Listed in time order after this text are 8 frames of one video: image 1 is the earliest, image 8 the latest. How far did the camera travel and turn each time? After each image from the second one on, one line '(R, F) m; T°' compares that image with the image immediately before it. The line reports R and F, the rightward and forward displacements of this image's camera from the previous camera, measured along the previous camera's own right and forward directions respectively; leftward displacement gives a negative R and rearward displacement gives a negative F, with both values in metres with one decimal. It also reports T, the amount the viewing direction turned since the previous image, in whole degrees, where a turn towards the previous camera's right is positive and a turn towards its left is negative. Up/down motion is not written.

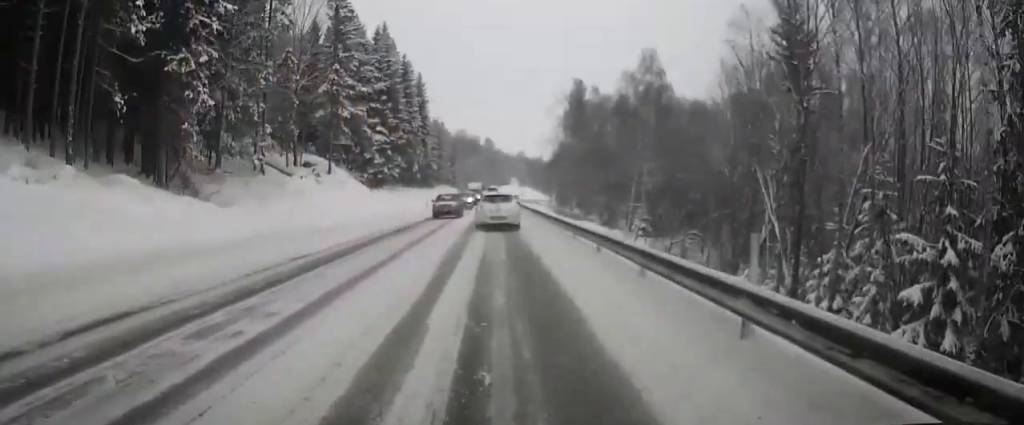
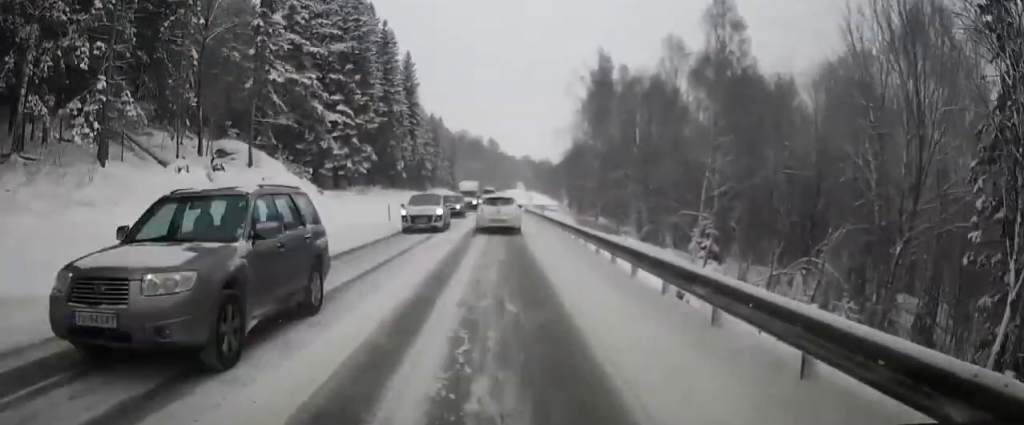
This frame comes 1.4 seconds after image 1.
(-0.4, +18.6) m; -2°
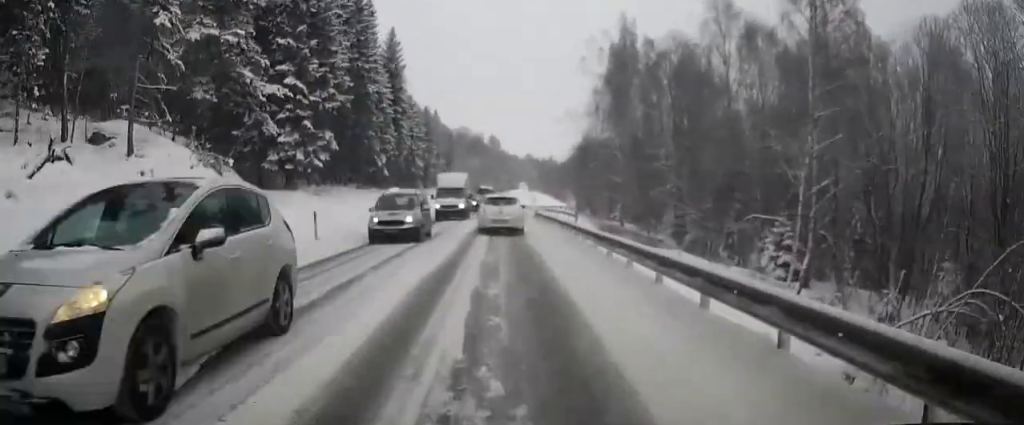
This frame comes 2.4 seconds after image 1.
(-0.1, +13.1) m; 0°
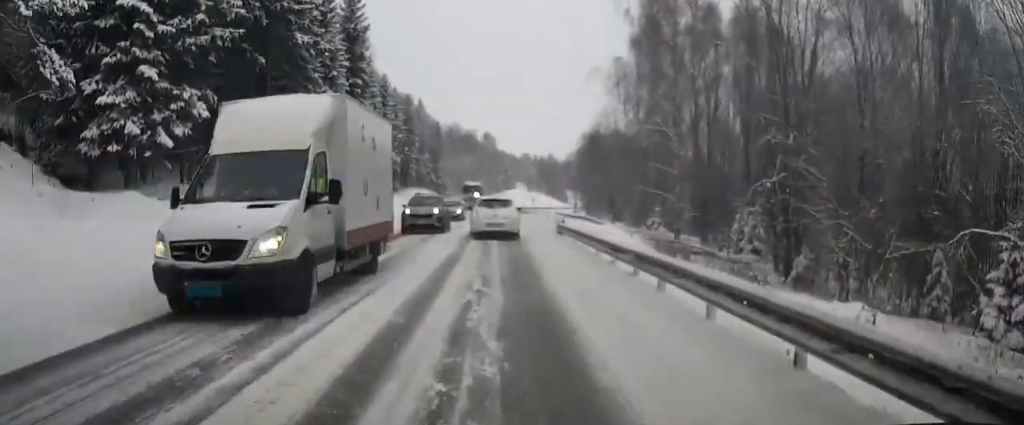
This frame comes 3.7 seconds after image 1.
(+0.1, +18.3) m; +2°
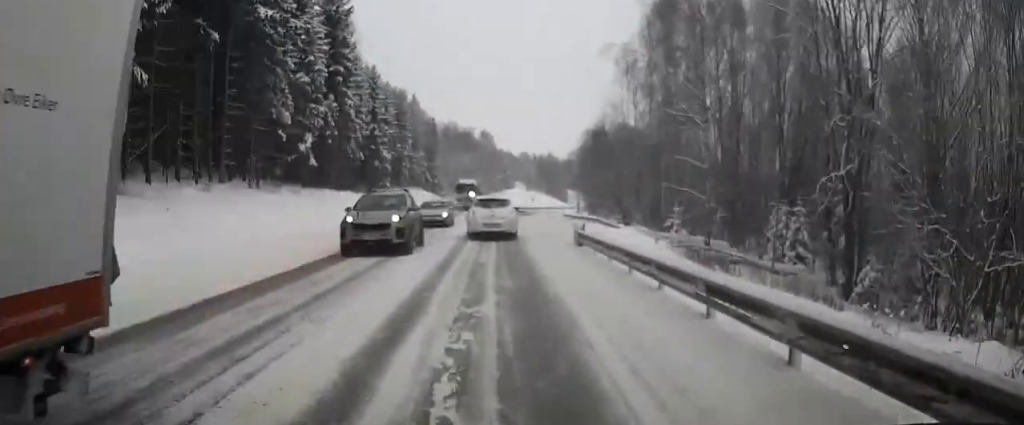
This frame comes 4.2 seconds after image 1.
(0.0, +5.7) m; 0°
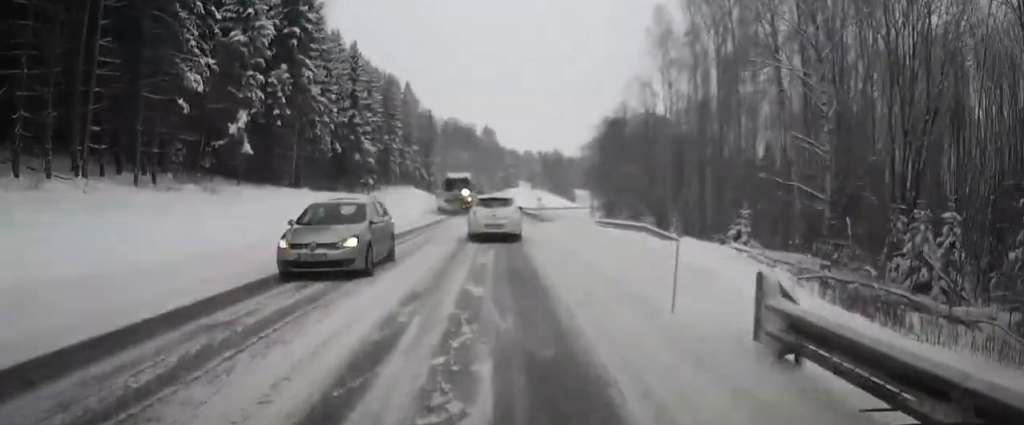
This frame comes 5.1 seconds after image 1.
(+0.1, +11.5) m; -1°
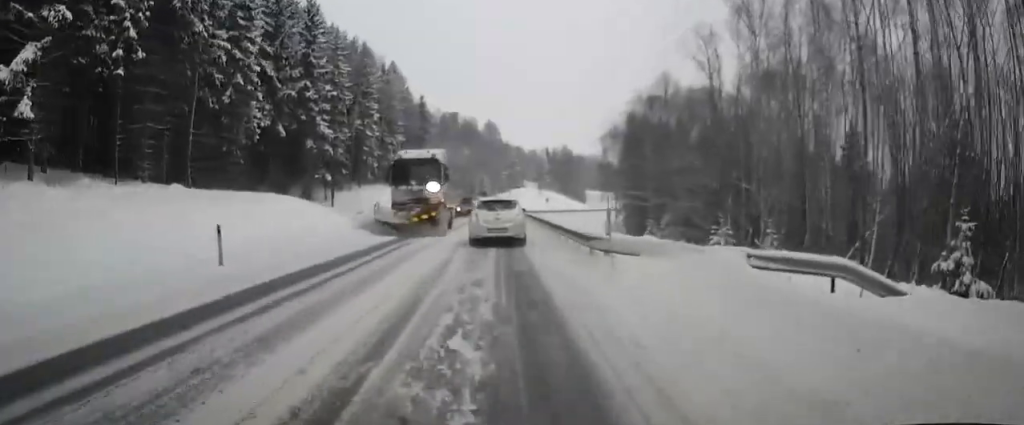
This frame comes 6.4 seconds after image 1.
(-0.4, +16.5) m; -1°
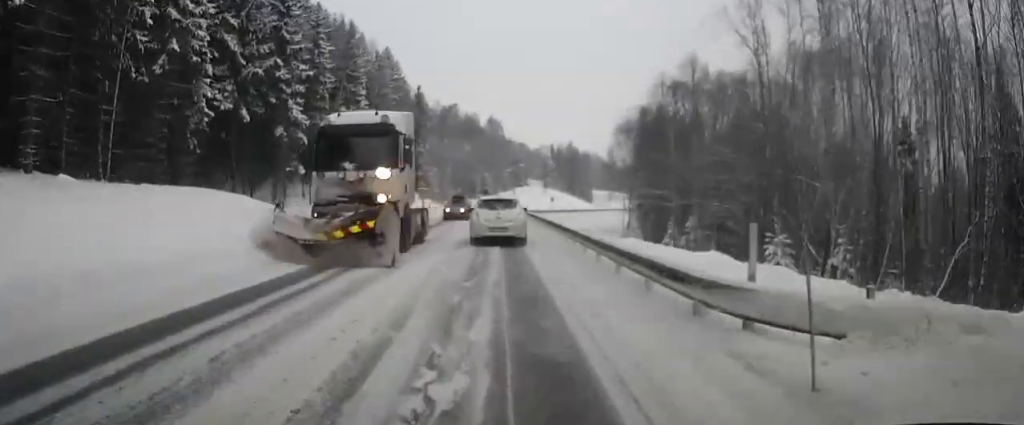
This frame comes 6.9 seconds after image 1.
(0.0, +7.2) m; 0°
